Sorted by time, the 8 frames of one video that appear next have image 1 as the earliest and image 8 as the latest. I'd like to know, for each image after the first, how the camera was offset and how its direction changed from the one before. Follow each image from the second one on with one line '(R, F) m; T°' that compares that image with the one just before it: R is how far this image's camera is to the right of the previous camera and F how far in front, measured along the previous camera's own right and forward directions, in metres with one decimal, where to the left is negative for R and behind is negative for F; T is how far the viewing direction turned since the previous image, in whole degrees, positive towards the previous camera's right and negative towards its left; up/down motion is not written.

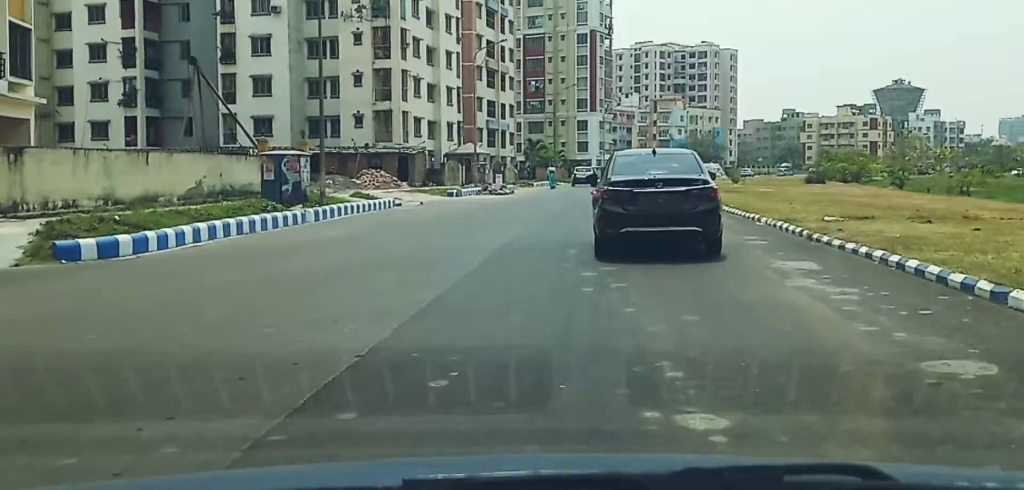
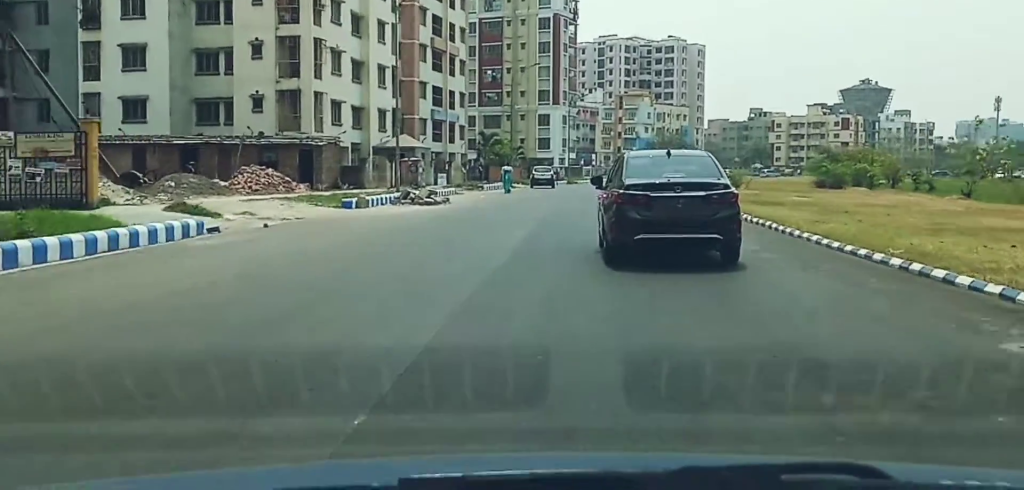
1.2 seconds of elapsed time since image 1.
(0.0, +13.5) m; 0°
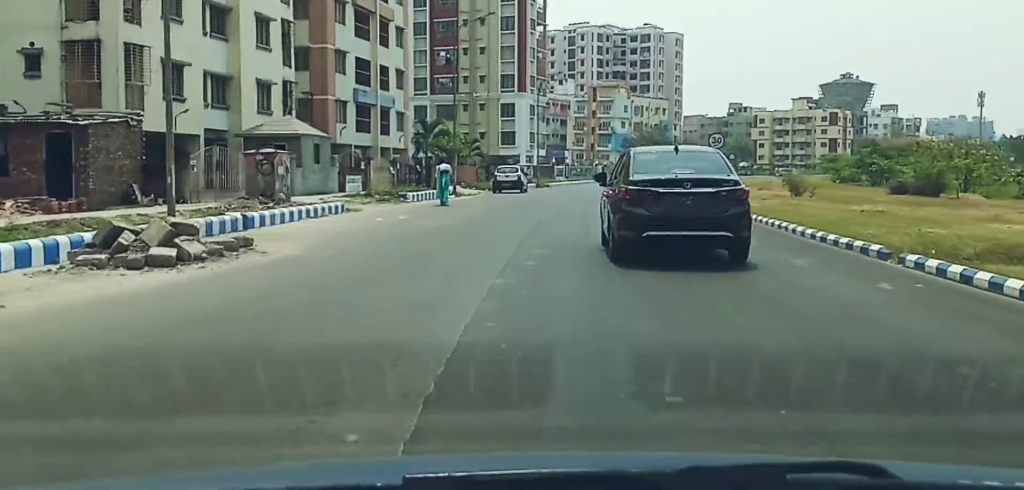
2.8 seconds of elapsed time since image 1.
(0.0, +18.4) m; 0°
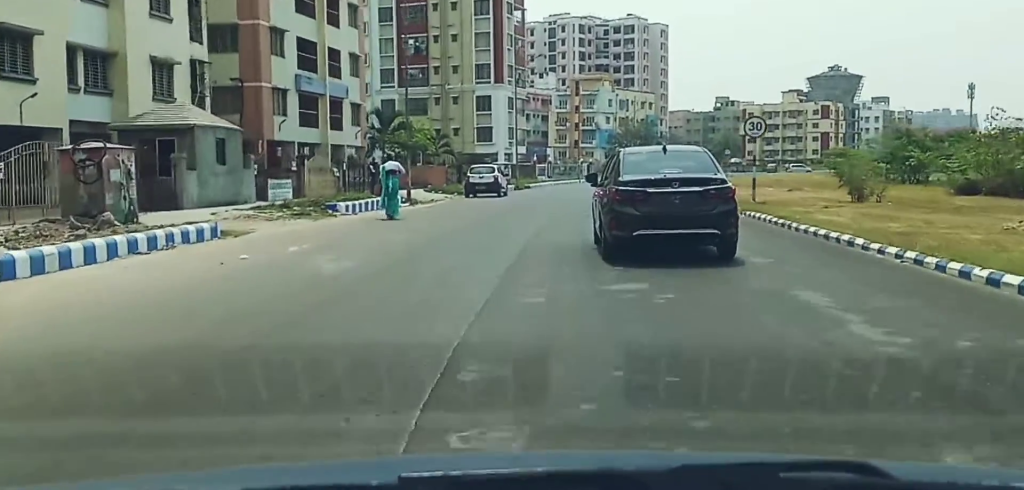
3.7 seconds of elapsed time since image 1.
(0.0, +9.6) m; 0°
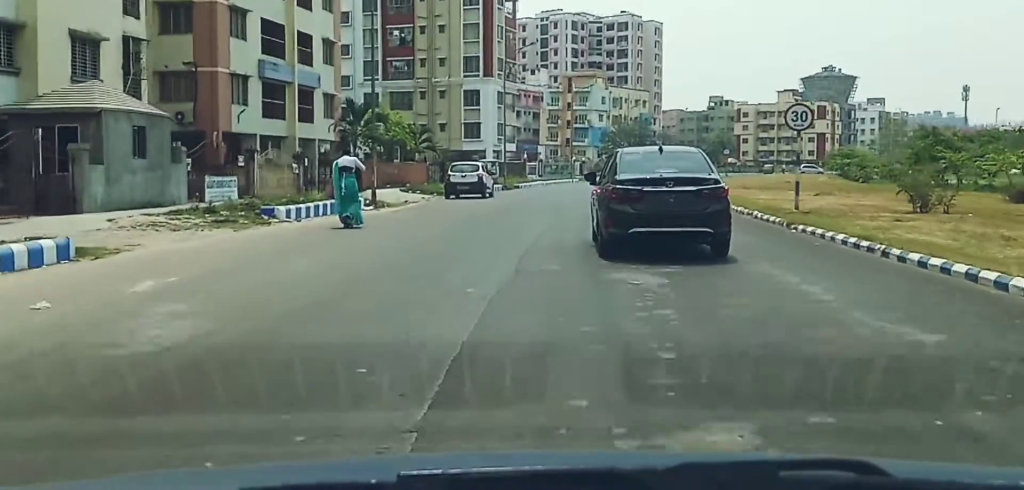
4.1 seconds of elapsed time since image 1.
(0.0, +5.1) m; 0°
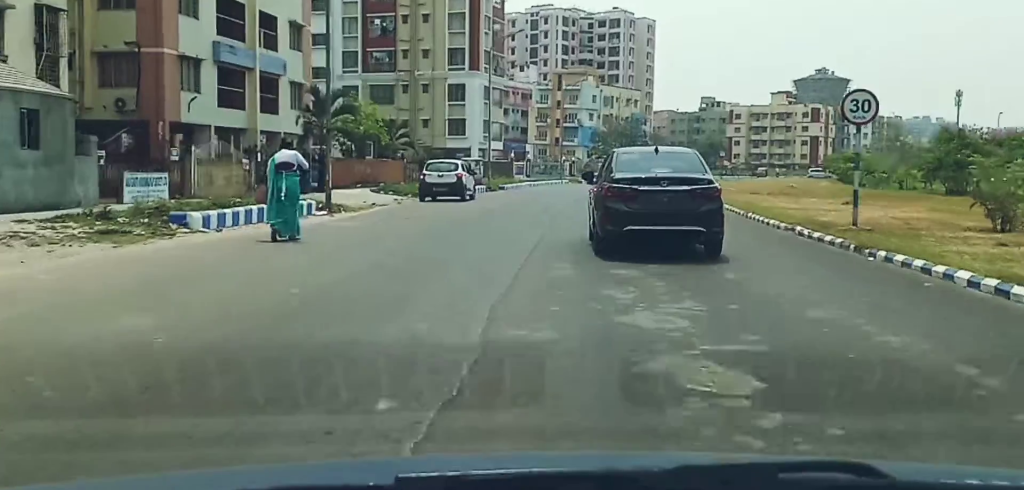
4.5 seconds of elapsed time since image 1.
(0.0, +4.7) m; 0°
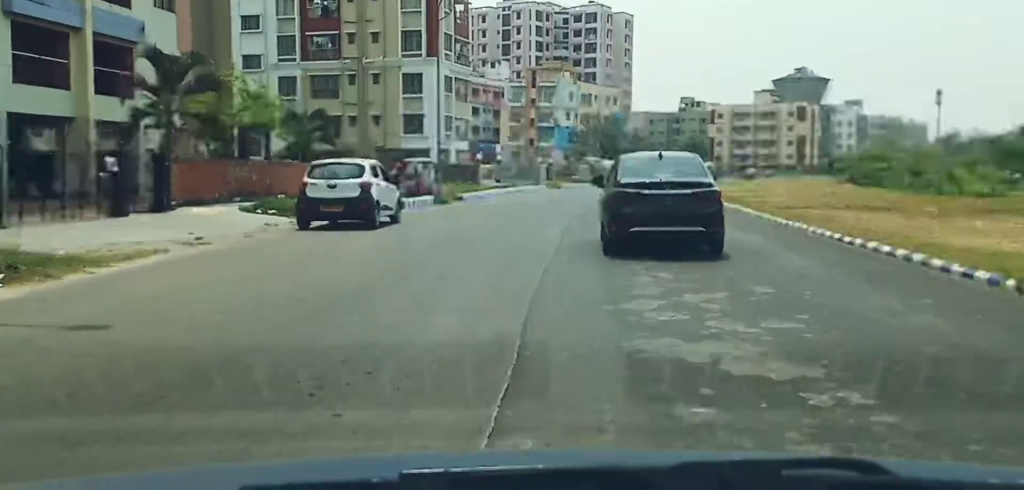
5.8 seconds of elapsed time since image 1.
(0.0, +14.1) m; 0°
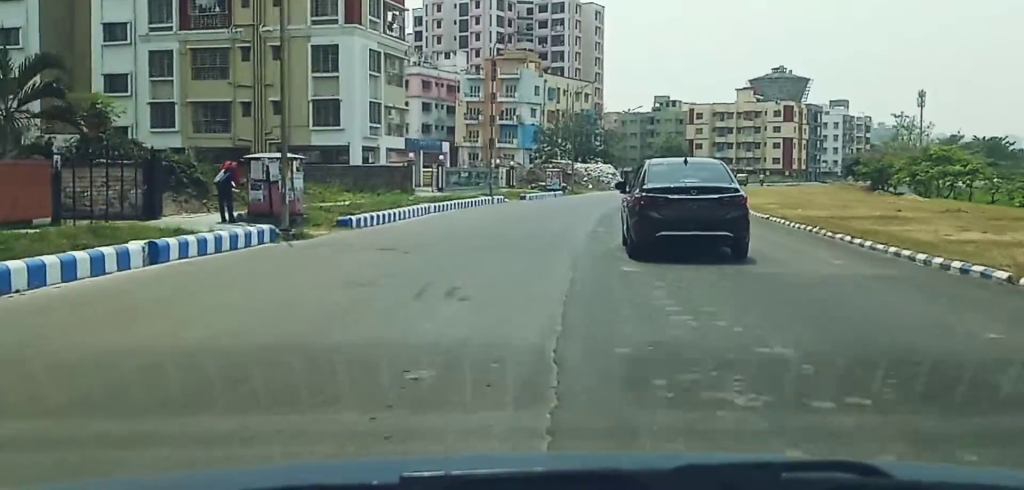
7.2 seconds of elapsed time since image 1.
(+0.4, +16.6) m; +6°
